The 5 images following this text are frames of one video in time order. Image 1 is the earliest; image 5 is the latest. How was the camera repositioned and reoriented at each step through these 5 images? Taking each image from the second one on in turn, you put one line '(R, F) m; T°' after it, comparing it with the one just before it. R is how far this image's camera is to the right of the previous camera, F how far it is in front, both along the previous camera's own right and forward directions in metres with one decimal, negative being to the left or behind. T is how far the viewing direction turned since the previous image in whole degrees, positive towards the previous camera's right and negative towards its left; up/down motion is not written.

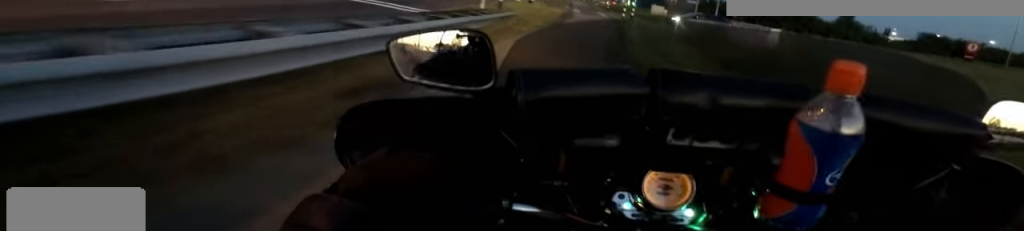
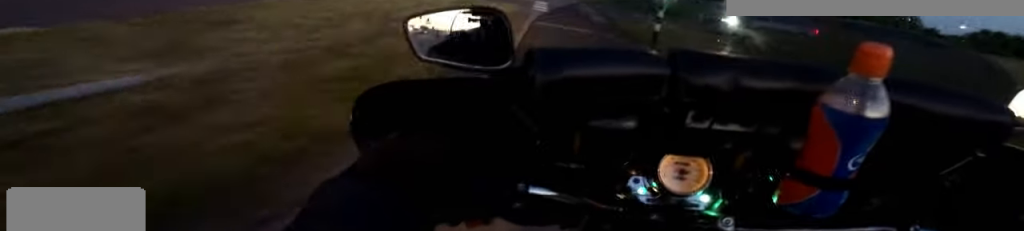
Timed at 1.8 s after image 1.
(-0.7, +13.1) m; -5°
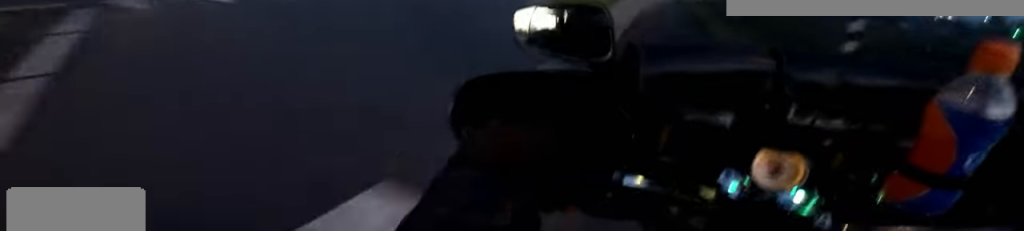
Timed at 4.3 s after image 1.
(-0.3, +20.8) m; 0°
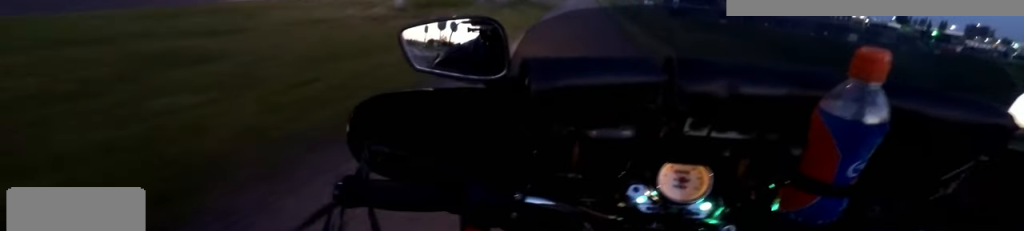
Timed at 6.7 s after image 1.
(+0.5, +23.0) m; -2°
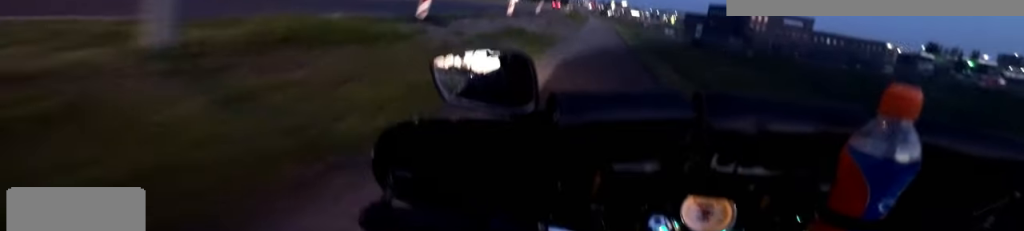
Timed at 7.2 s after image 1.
(-0.1, +4.8) m; -1°
